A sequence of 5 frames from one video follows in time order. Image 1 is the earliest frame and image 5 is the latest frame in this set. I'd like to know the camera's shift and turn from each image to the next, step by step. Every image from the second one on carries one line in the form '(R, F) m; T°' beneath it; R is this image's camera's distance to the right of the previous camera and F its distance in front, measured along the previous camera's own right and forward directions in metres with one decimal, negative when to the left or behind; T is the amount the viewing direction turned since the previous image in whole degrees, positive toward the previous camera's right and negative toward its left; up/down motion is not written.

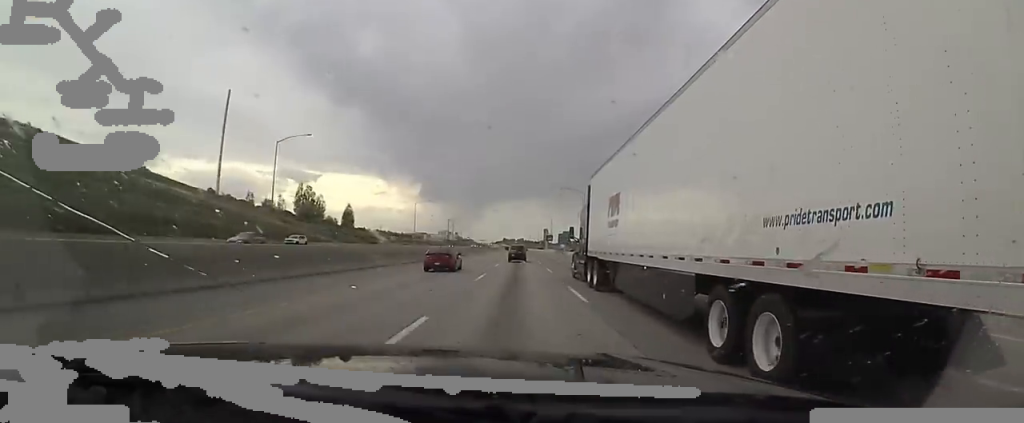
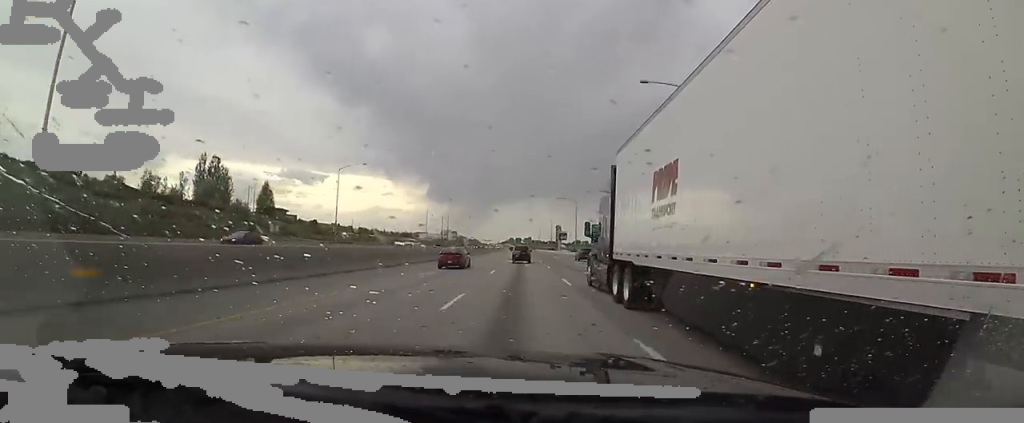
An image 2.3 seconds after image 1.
(-2.2, +68.9) m; -2°
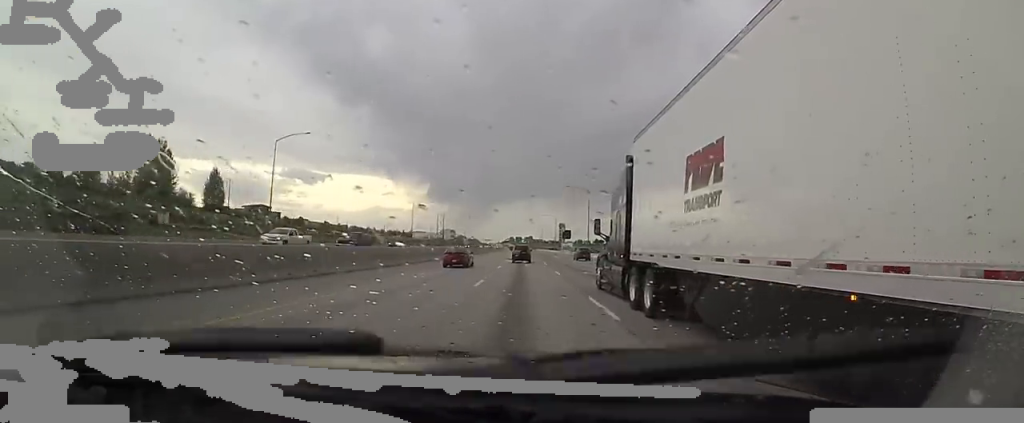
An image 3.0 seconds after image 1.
(0.0, +23.4) m; 0°
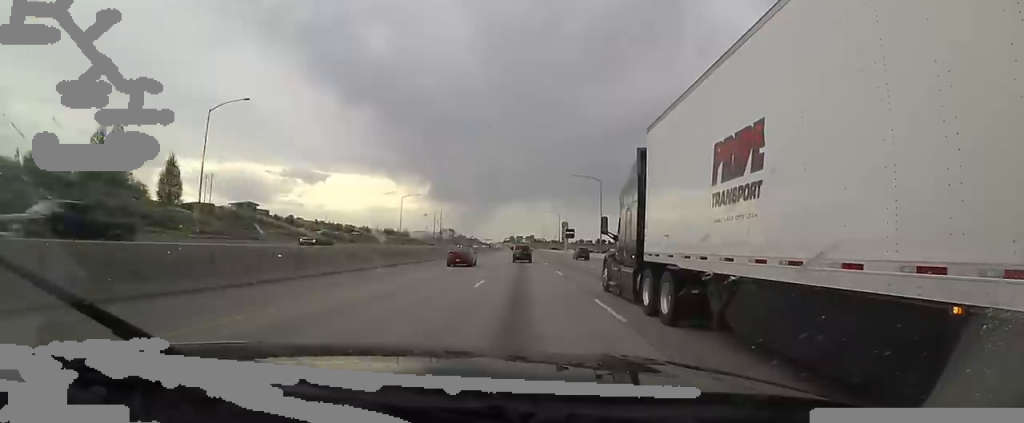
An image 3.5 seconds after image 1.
(0.0, +15.4) m; 0°
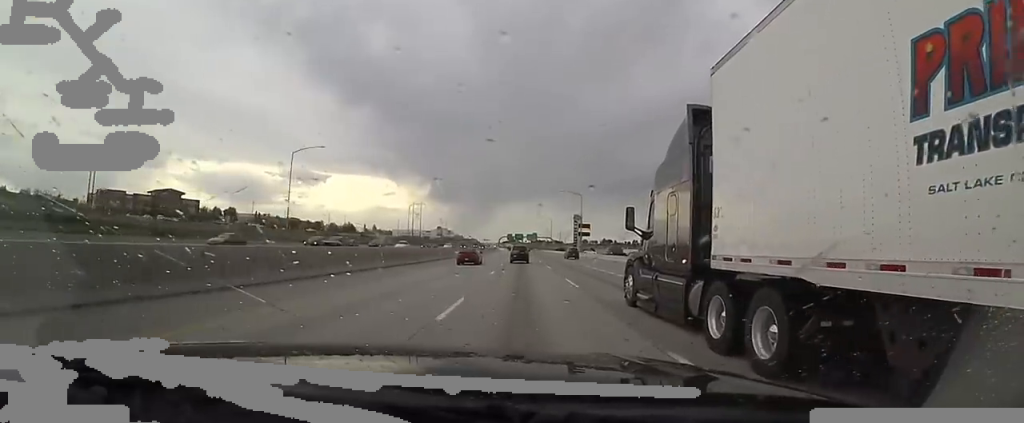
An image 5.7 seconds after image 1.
(0.0, +68.9) m; 0°
